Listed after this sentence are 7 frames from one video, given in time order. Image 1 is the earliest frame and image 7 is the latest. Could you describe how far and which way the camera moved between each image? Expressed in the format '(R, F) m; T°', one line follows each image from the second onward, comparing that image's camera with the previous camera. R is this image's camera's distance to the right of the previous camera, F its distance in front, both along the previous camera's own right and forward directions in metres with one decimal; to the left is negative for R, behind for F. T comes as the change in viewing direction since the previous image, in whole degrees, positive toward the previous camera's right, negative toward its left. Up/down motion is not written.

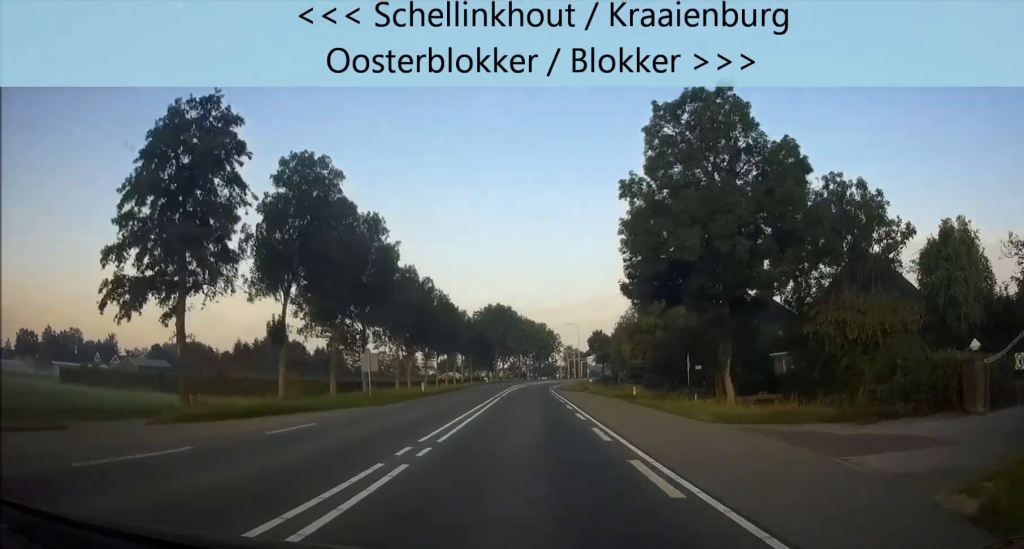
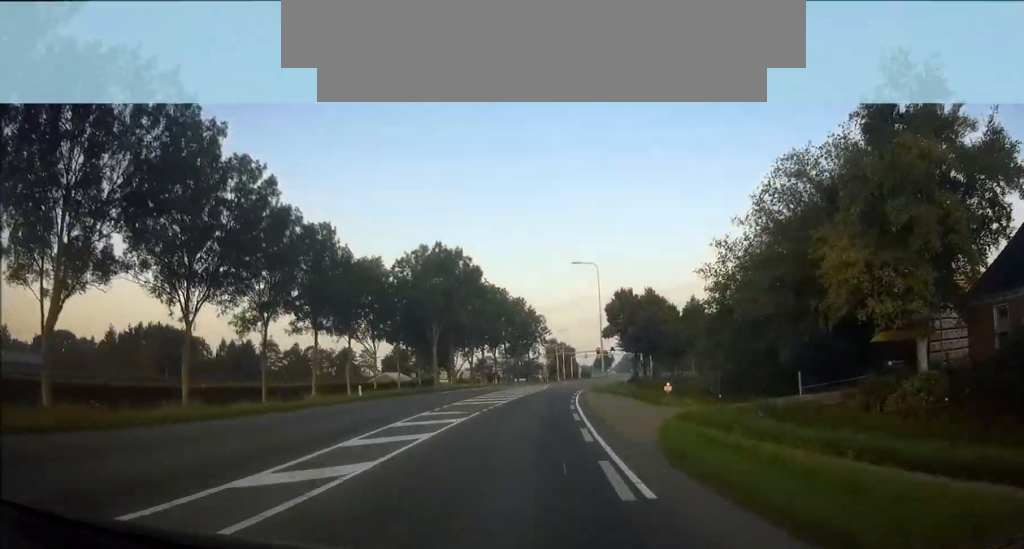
(+1.1, +60.2) m; +3°
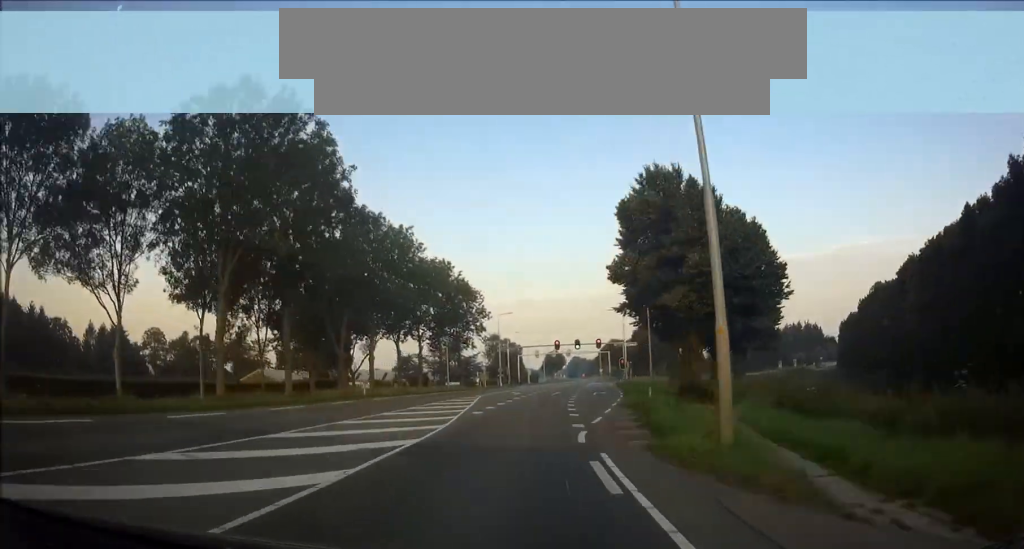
(+1.2, +41.1) m; +4°
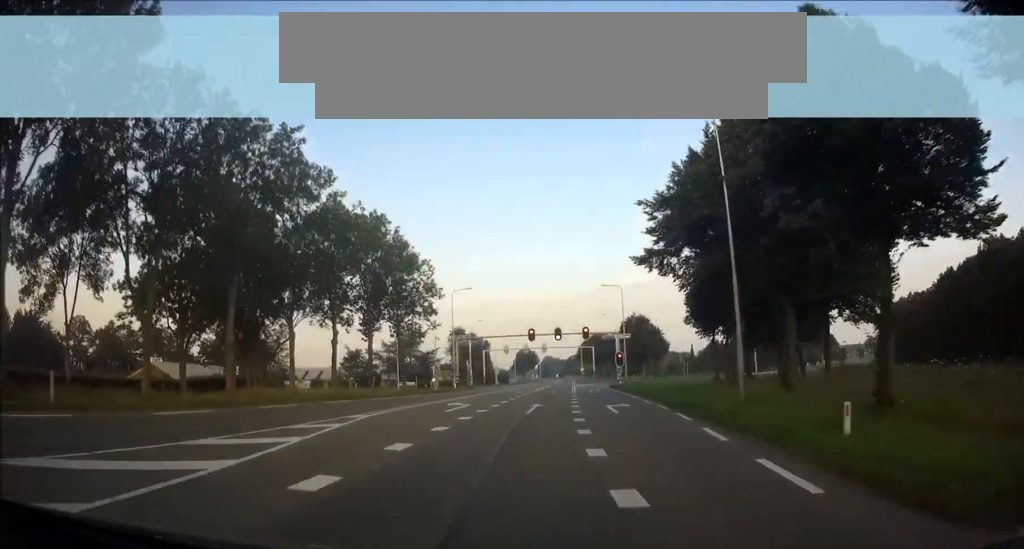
(+0.4, +23.8) m; +2°
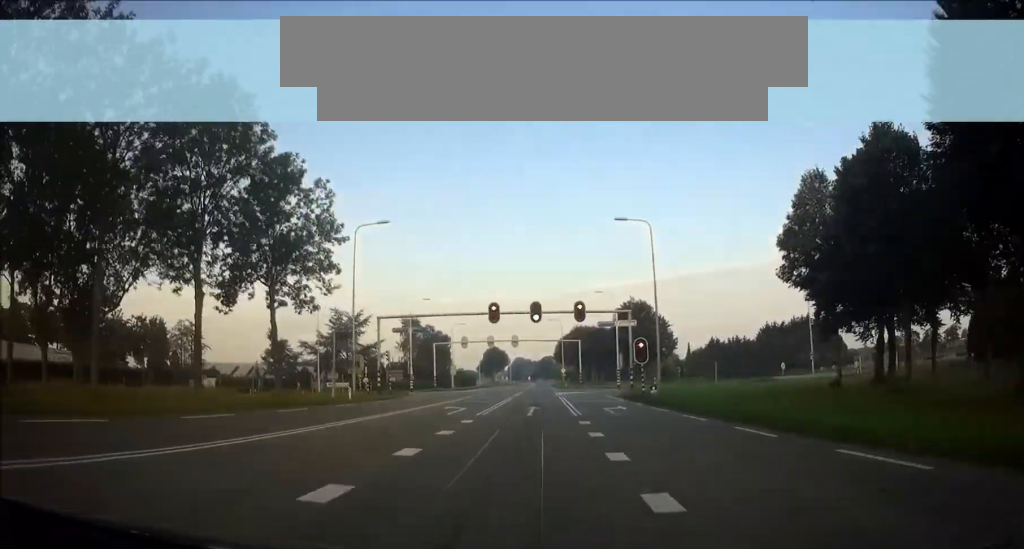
(+0.8, +28.5) m; +1°
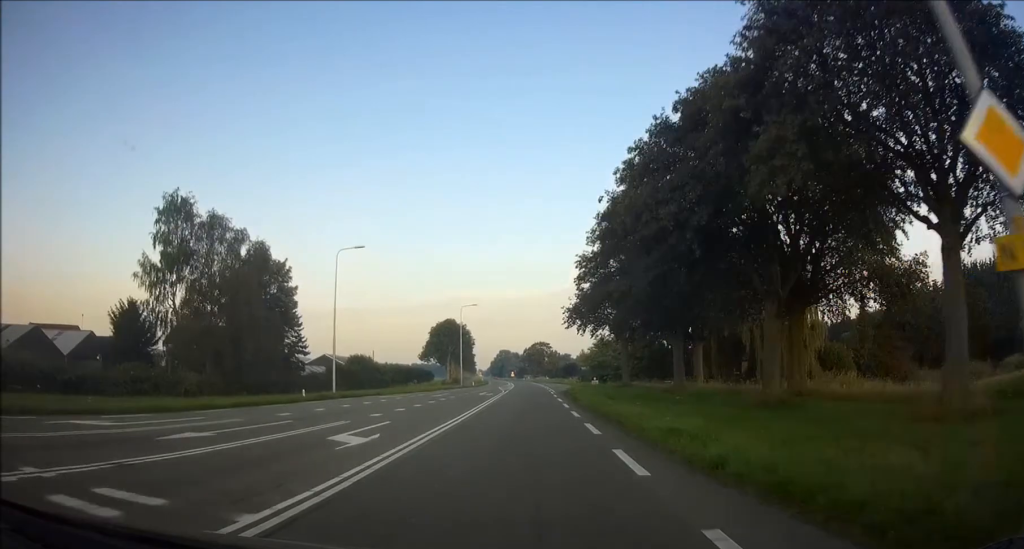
(+1.0, +94.8) m; 0°
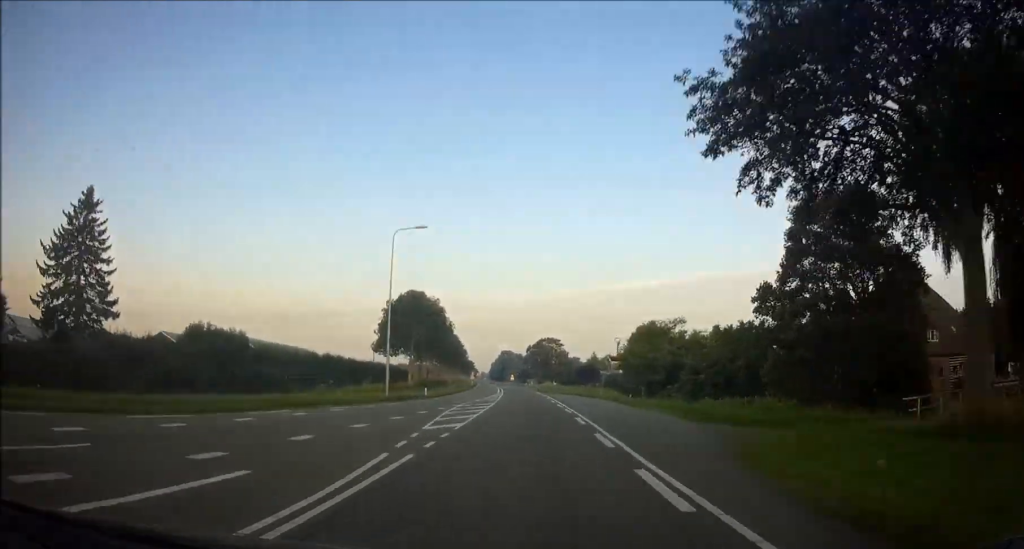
(-0.3, +42.5) m; -1°
